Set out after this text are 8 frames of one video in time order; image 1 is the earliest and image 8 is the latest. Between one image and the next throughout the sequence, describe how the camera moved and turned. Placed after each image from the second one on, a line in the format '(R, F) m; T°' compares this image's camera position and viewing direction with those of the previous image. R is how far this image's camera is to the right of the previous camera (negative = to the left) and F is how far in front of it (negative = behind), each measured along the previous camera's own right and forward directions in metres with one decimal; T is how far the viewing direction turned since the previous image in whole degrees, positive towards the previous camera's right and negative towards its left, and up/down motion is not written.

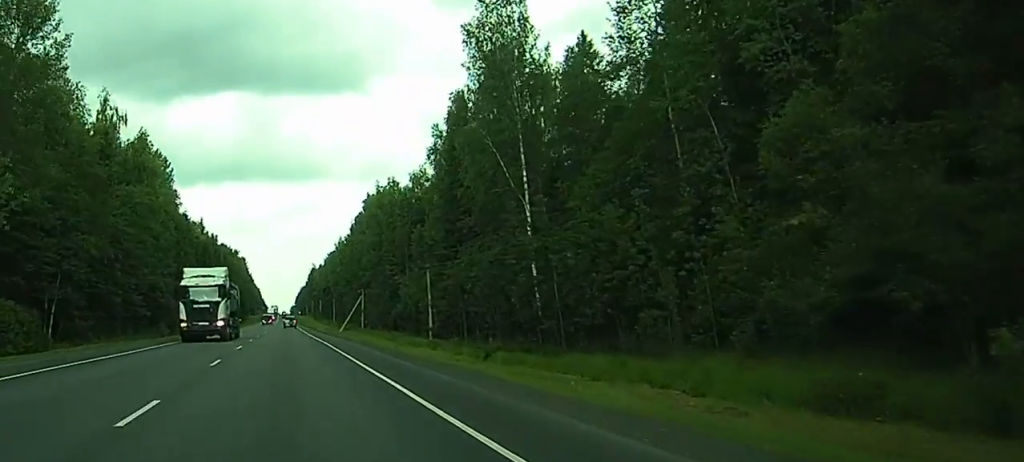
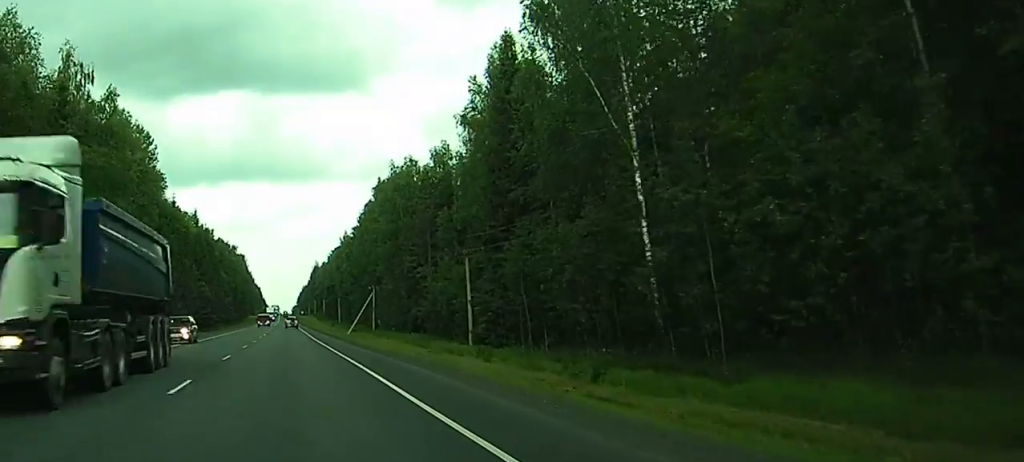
(0.0, +19.6) m; 0°
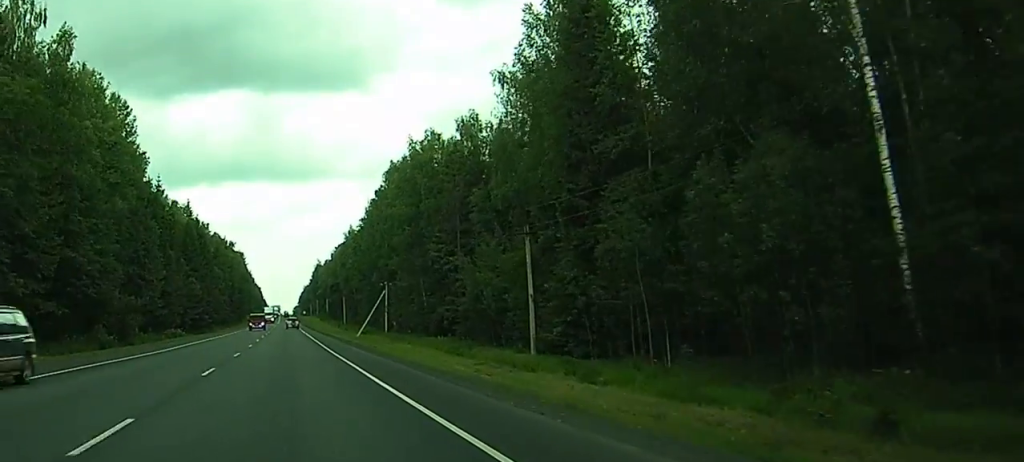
(-0.1, +18.6) m; 0°
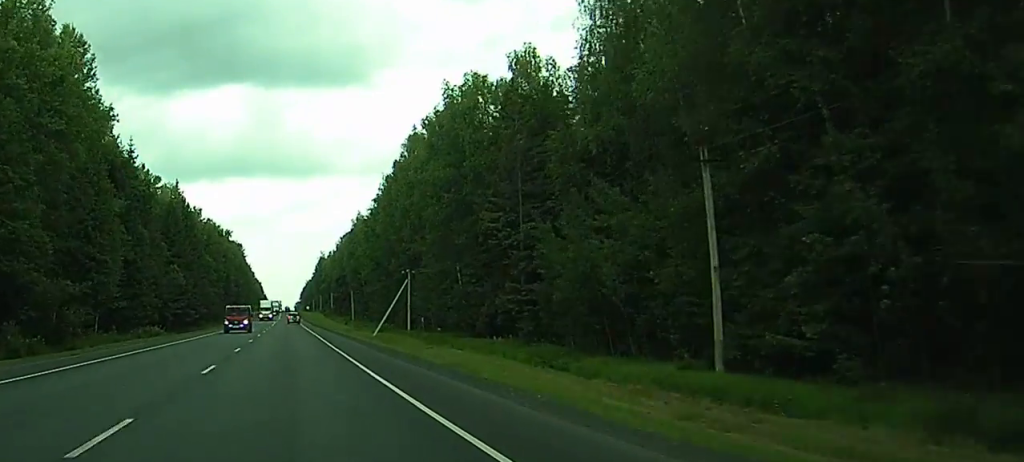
(+0.3, +24.4) m; 0°
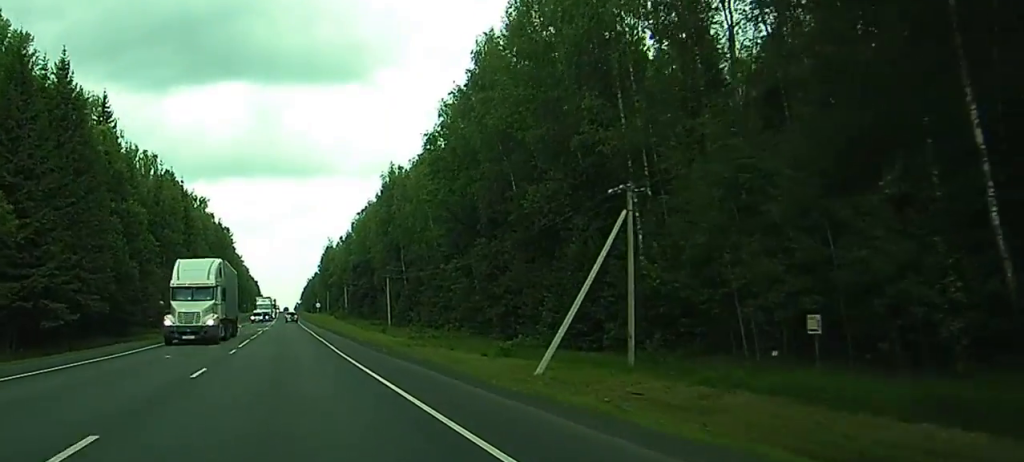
(-0.7, +74.3) m; -1°
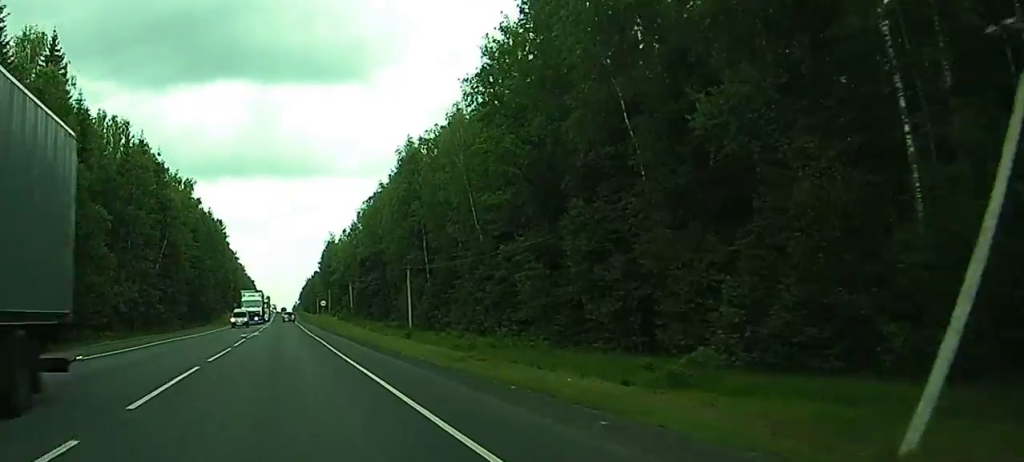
(0.0, +24.6) m; 0°
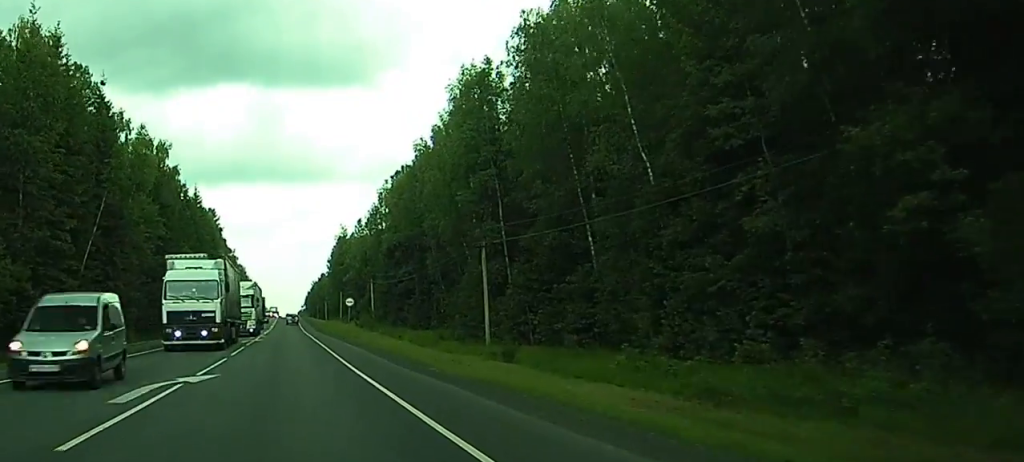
(-0.1, +39.4) m; 0°
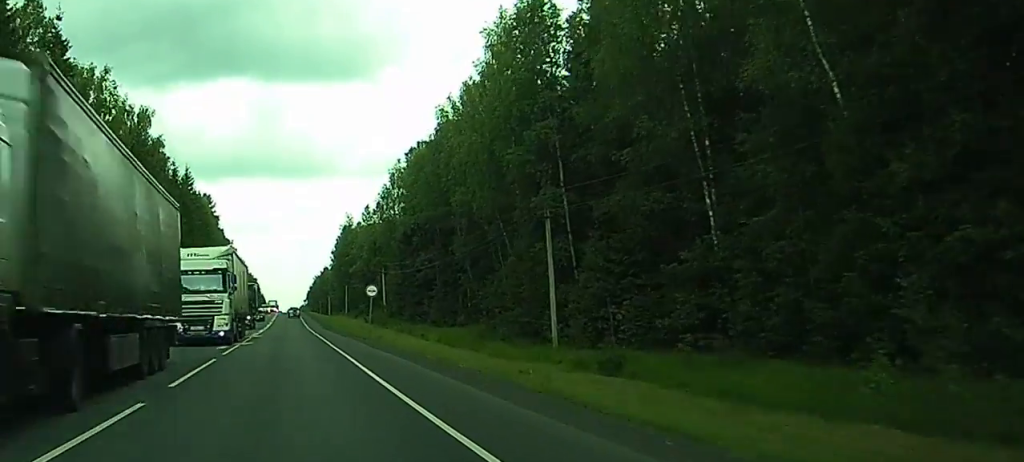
(0.0, +16.7) m; 0°
